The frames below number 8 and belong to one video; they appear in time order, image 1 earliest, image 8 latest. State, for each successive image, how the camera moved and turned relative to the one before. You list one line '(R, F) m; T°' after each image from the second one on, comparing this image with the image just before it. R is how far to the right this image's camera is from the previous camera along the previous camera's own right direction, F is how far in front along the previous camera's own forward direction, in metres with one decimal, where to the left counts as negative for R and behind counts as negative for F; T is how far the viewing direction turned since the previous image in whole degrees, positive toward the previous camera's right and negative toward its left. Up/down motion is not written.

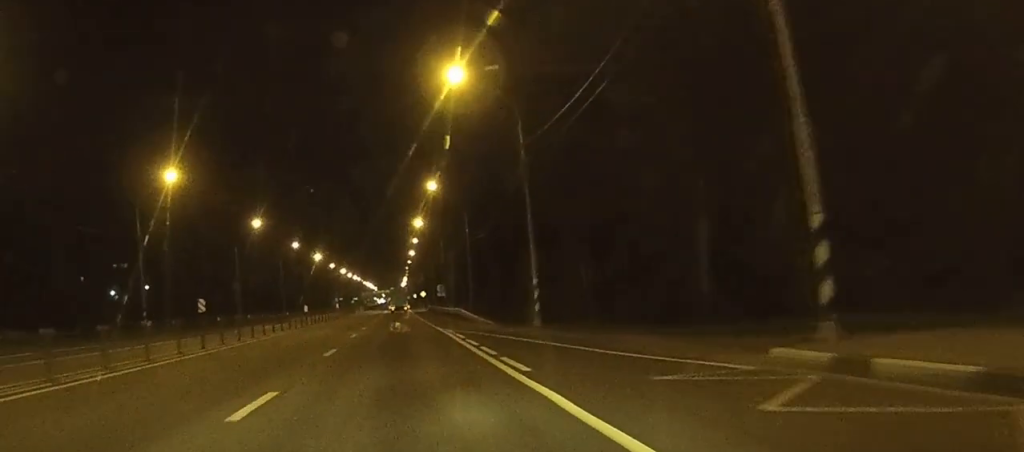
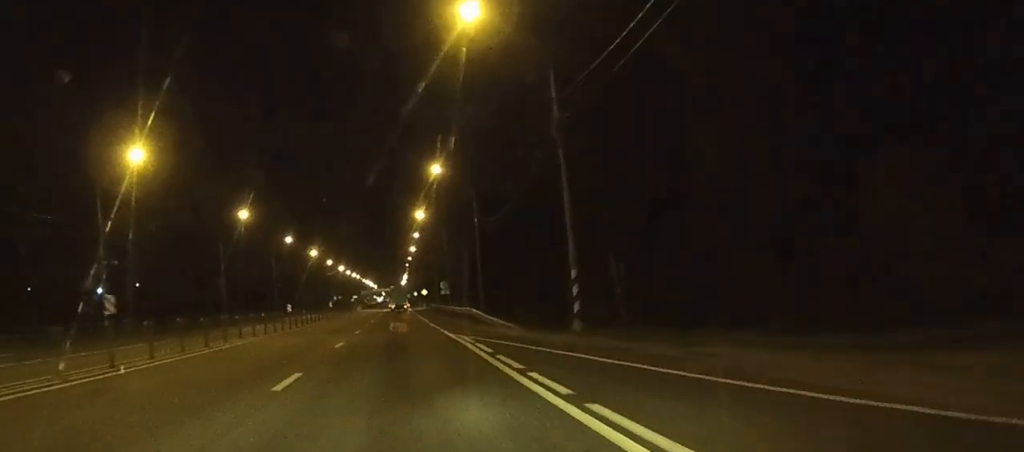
(0.0, +8.6) m; 0°
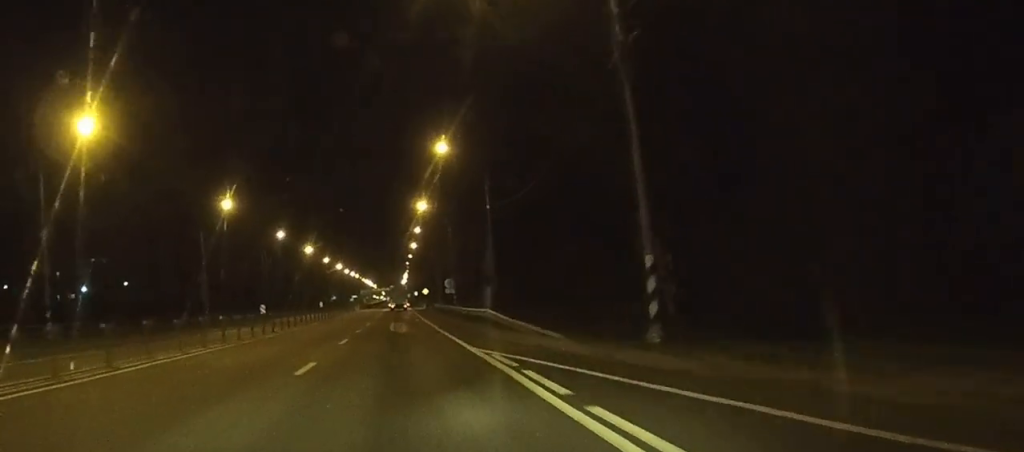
(0.0, +9.2) m; 0°
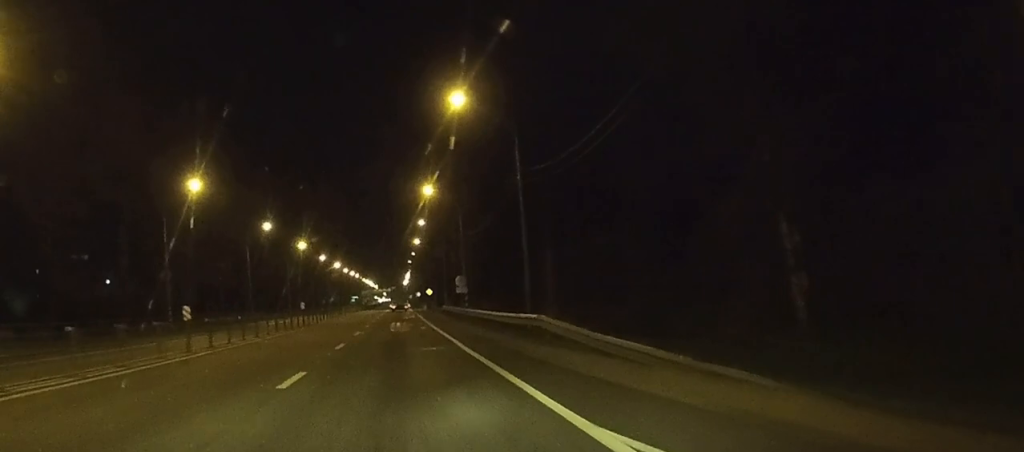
(0.0, +14.0) m; 0°
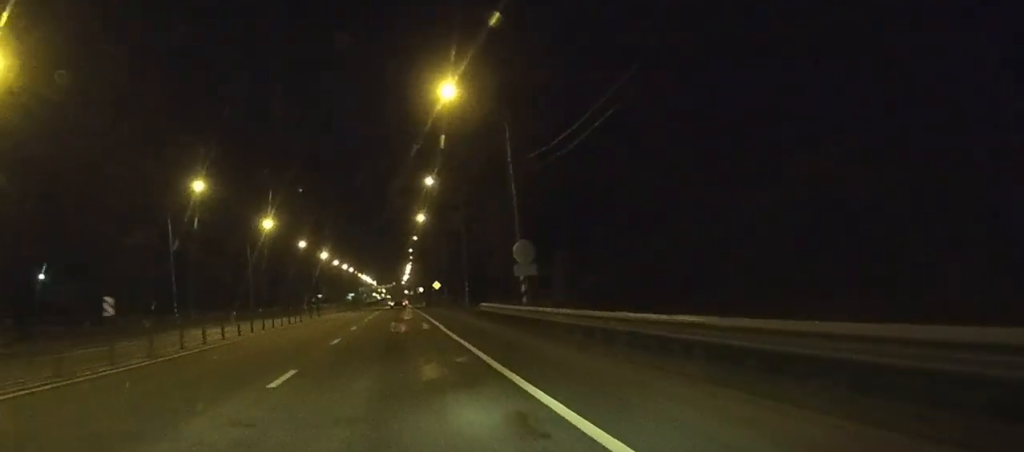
(+0.2, +36.2) m; 0°
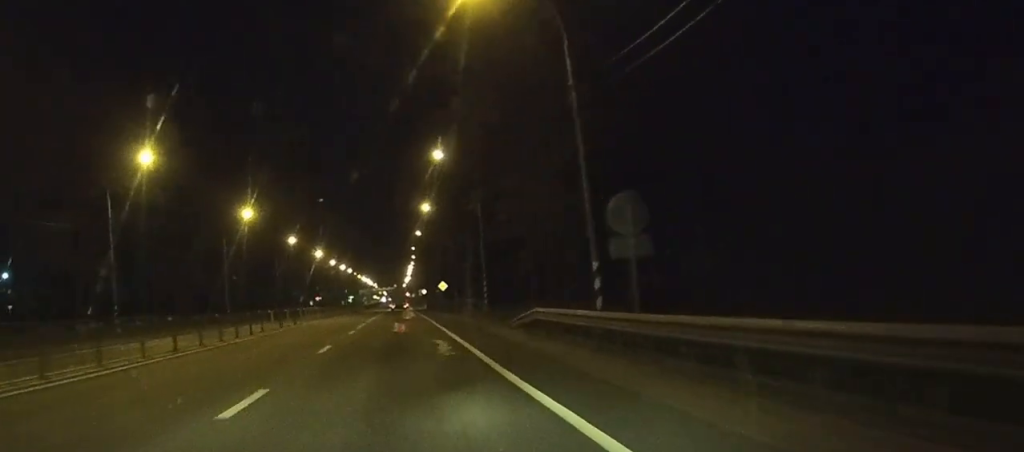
(0.0, +16.0) m; 0°
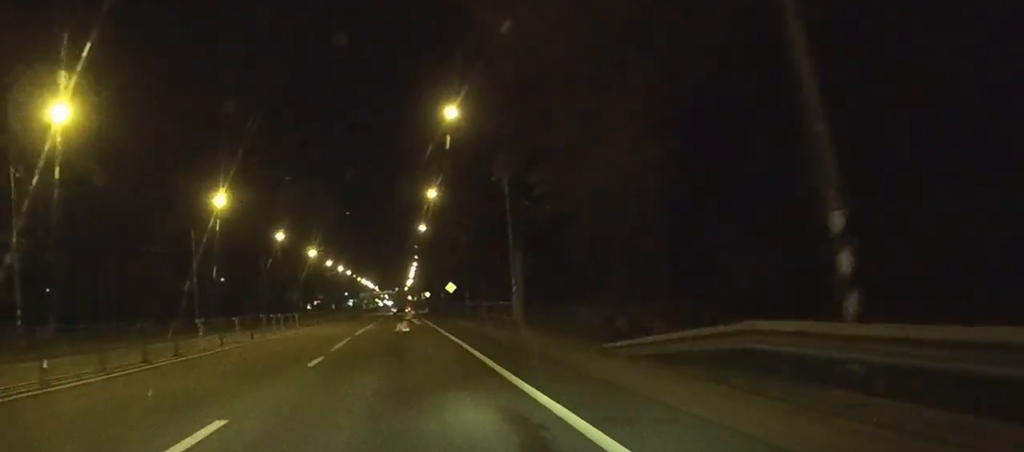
(0.0, +16.6) m; 0°
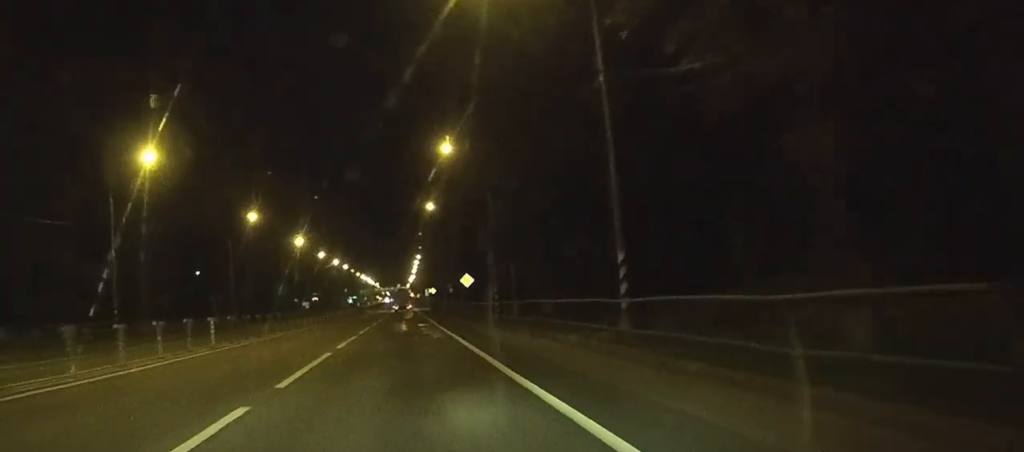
(-0.1, +27.3) m; -1°
